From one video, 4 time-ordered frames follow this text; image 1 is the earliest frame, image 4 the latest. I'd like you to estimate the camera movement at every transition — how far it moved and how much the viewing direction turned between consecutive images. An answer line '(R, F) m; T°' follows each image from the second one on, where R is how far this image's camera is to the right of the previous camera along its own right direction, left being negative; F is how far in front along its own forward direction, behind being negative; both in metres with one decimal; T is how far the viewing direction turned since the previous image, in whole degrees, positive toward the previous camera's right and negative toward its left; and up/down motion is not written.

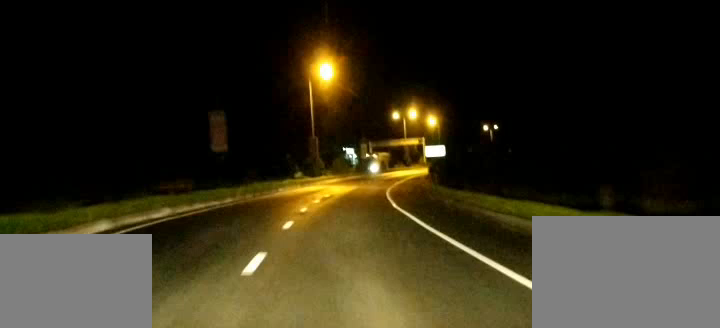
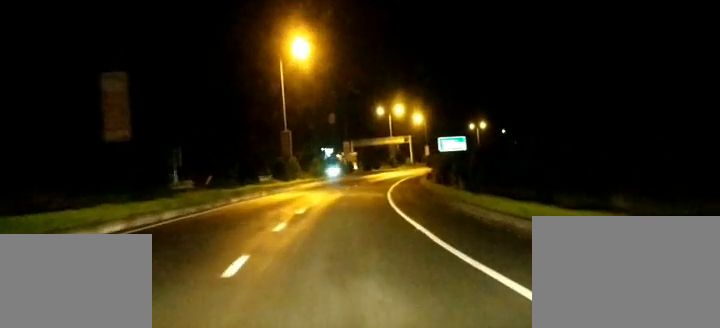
(+0.6, +16.5) m; +3°
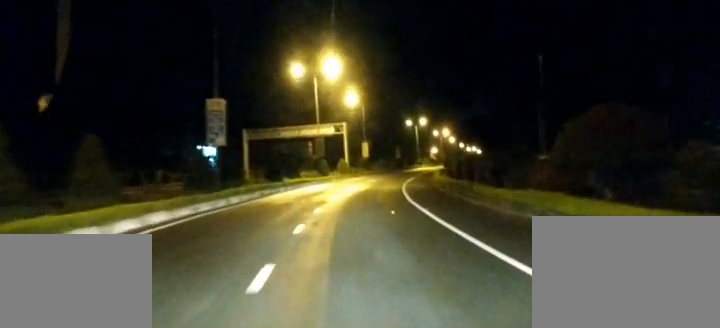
(+4.7, +65.4) m; +7°
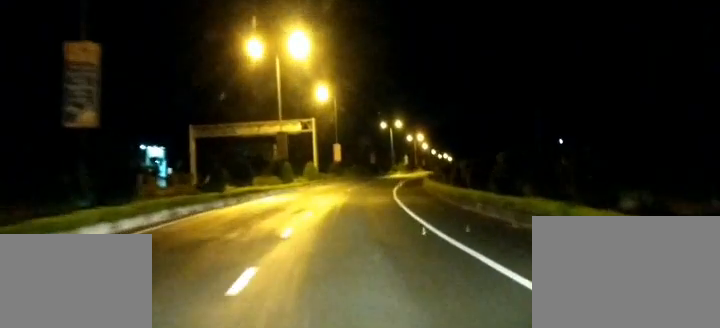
(0.0, +14.7) m; 0°
